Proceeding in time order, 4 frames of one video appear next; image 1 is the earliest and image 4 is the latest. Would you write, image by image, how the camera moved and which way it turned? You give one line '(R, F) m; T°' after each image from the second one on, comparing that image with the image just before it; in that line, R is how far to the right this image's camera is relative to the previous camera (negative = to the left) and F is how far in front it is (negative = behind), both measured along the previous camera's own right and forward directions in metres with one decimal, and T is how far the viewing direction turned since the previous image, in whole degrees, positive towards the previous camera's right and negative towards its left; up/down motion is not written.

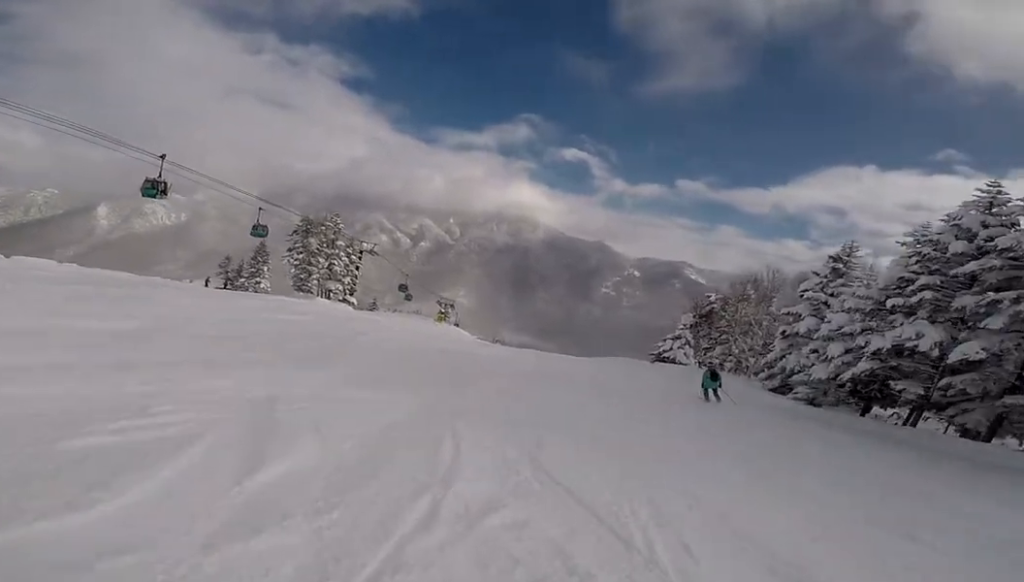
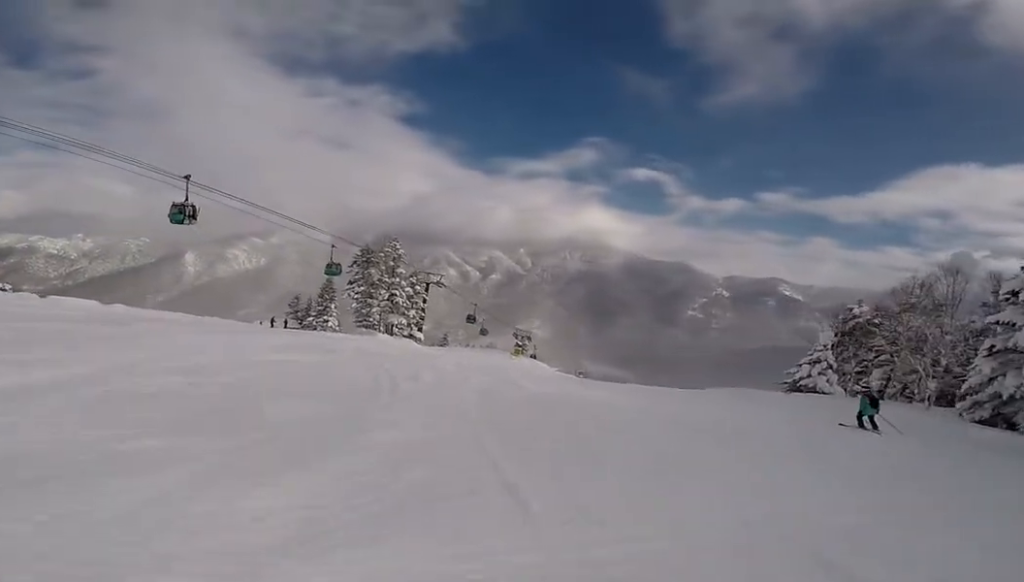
(-1.4, +4.0) m; -2°
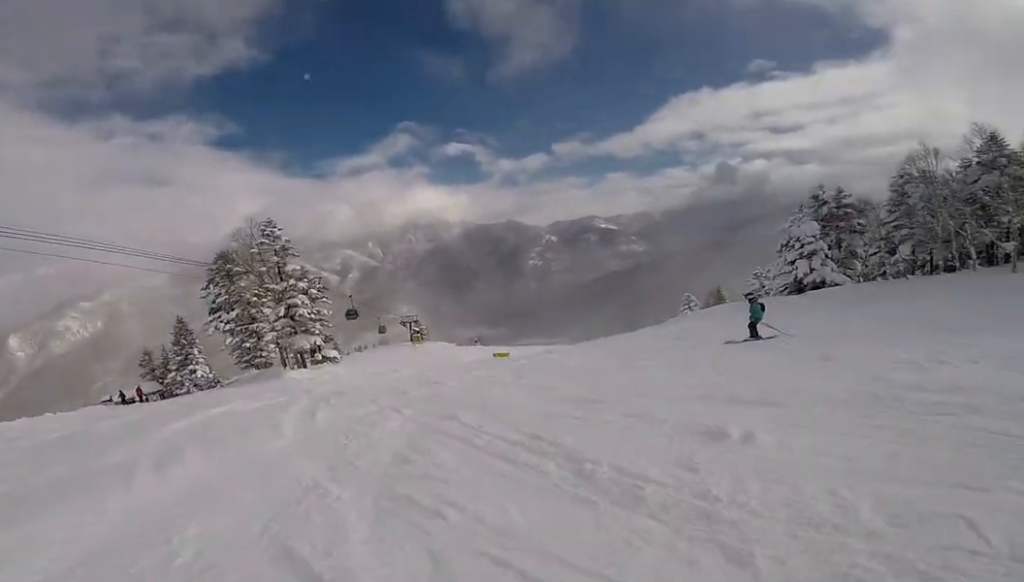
(+1.6, +10.4) m; +28°
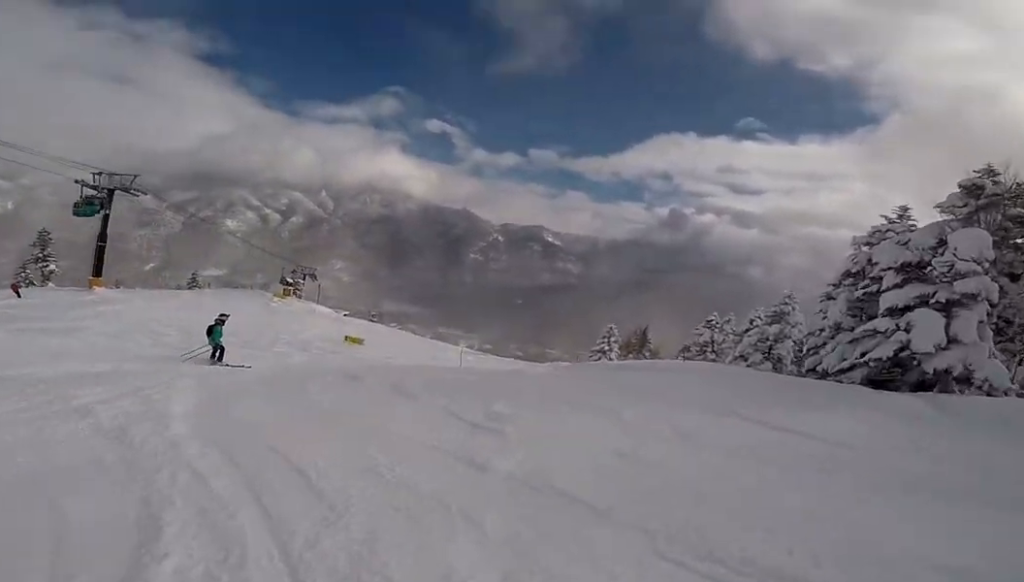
(+8.6, +17.6) m; -6°
